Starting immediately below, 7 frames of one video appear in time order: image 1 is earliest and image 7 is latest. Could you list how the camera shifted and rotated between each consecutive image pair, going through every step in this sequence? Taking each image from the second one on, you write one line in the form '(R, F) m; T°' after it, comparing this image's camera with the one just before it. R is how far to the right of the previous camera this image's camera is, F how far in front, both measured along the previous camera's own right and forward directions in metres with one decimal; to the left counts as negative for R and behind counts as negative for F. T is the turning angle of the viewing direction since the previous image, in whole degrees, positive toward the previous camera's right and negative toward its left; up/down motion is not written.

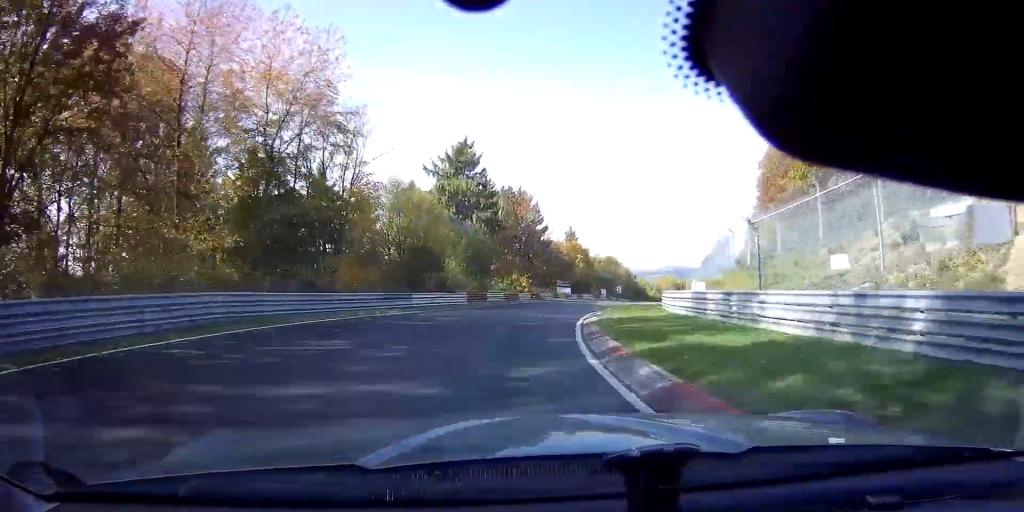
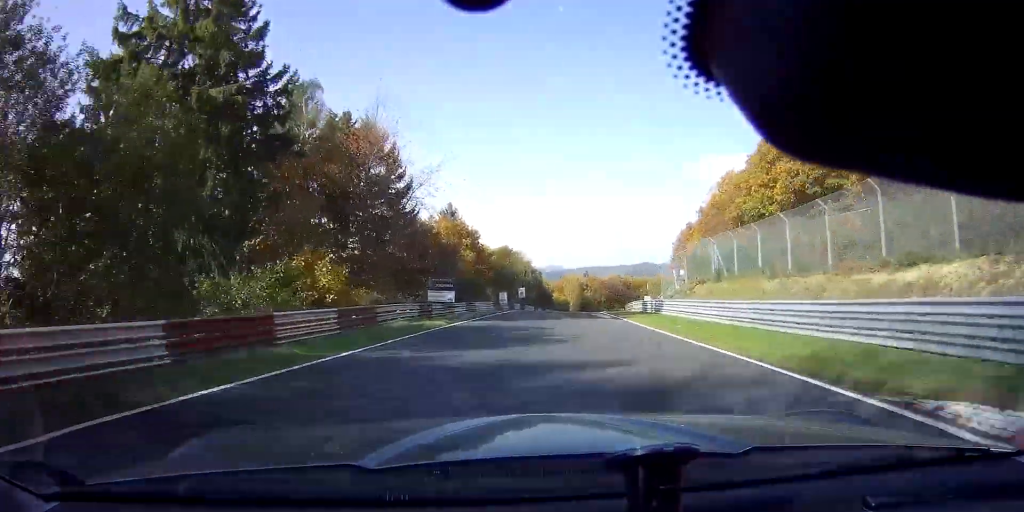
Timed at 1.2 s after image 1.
(+3.6, +34.9) m; +10°
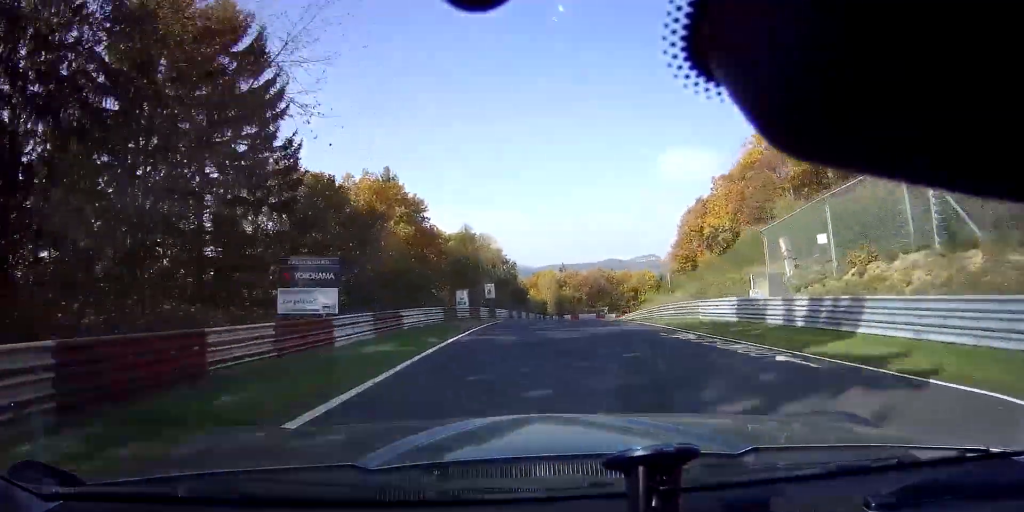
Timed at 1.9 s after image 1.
(+1.1, +22.7) m; +5°
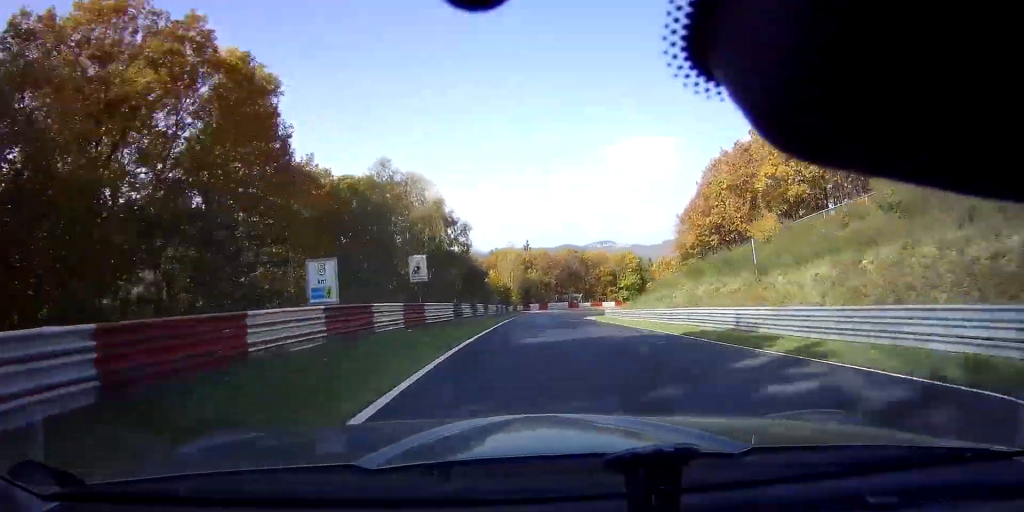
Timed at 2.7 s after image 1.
(+1.0, +25.7) m; +5°
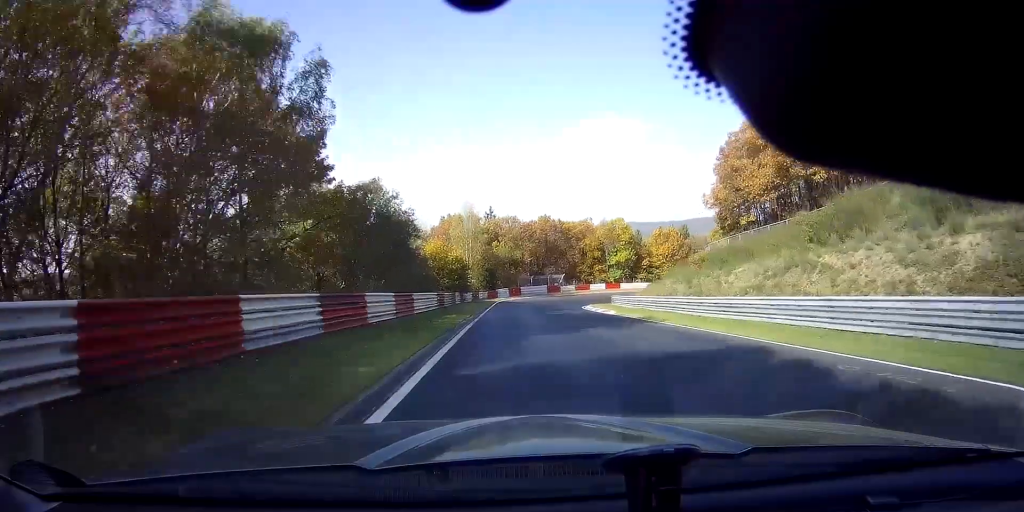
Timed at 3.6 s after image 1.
(+1.2, +28.0) m; +3°
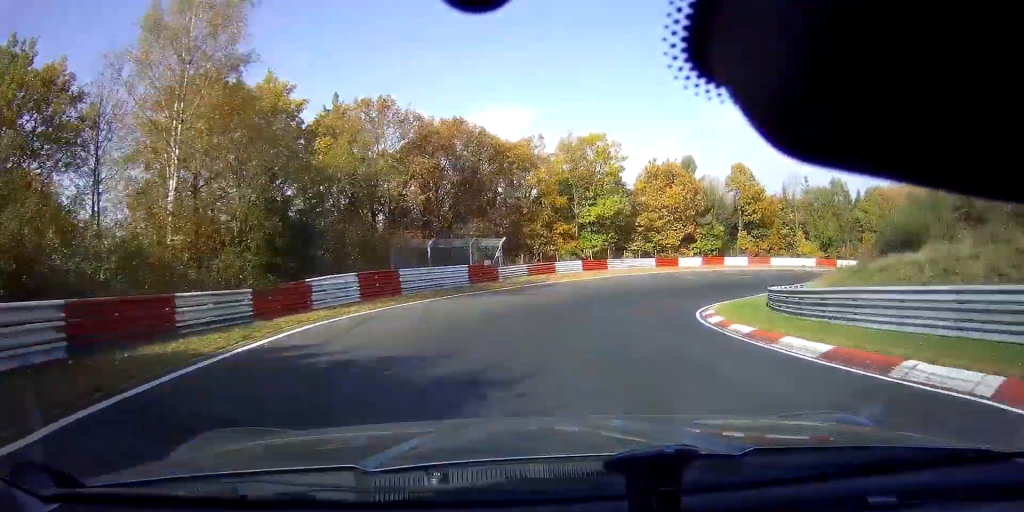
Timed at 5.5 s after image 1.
(+3.9, +50.5) m; +18°
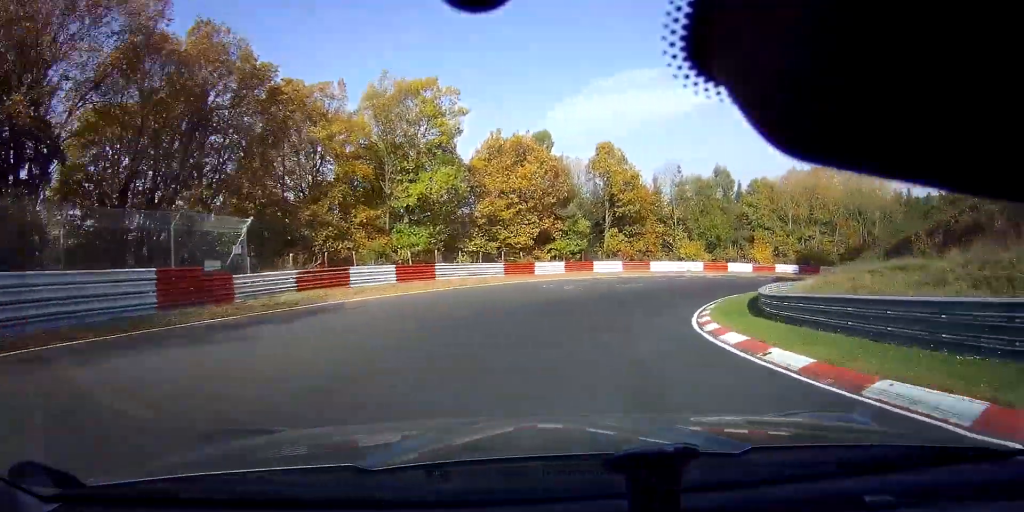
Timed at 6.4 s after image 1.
(+3.4, +18.0) m; +21°
